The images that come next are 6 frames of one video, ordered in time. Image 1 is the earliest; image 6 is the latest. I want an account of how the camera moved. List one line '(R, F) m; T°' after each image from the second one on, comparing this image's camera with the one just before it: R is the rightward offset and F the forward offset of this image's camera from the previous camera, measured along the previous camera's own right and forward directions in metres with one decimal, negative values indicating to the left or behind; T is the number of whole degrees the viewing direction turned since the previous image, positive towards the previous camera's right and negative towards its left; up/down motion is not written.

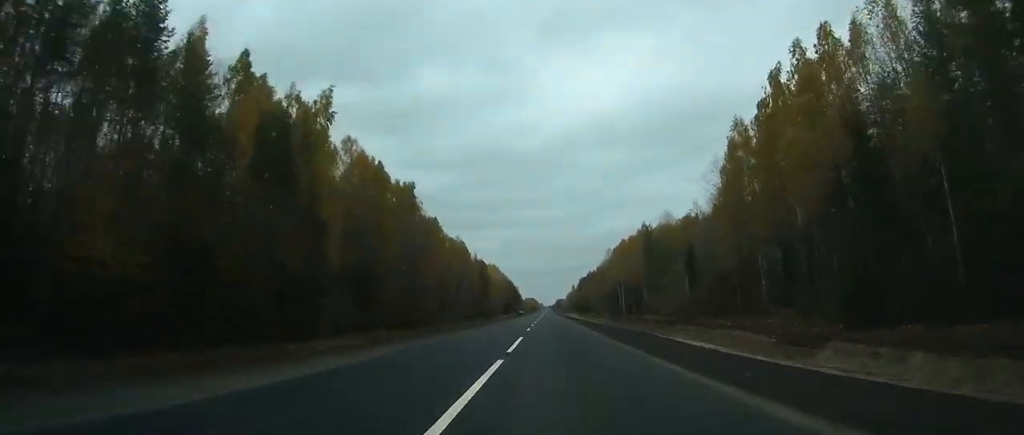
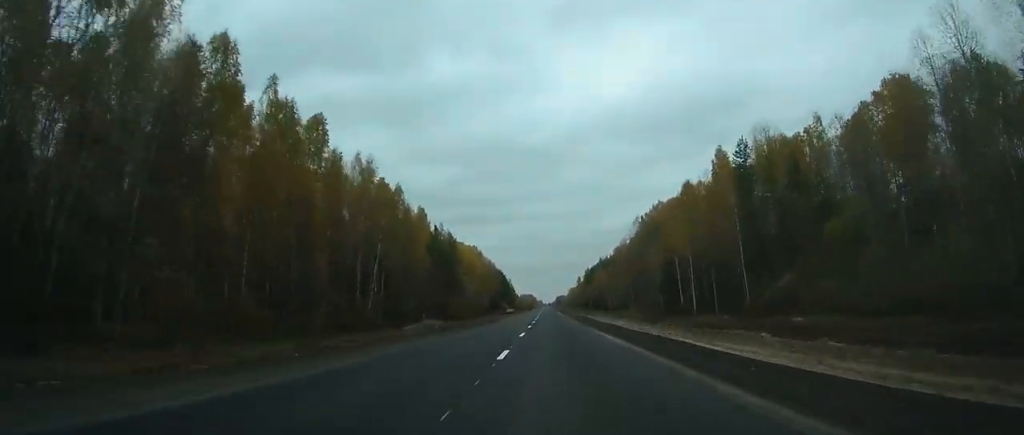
(0.0, +84.6) m; 0°
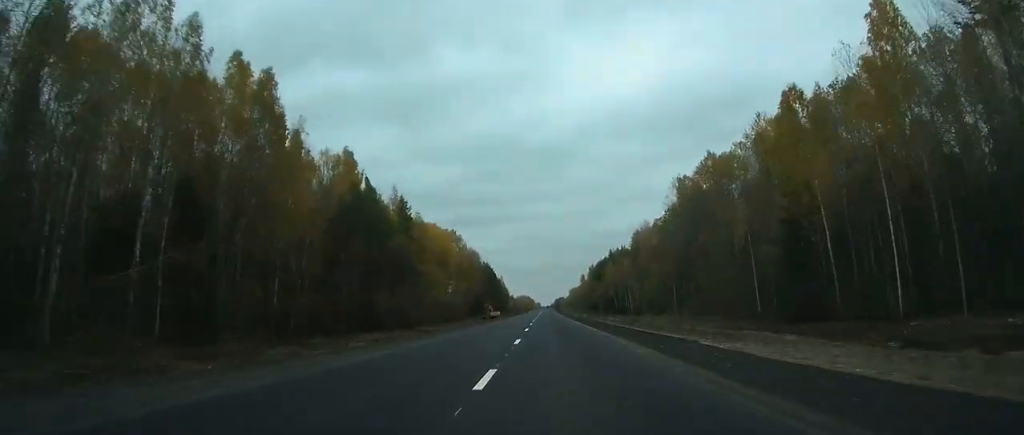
(0.0, +53.4) m; 0°
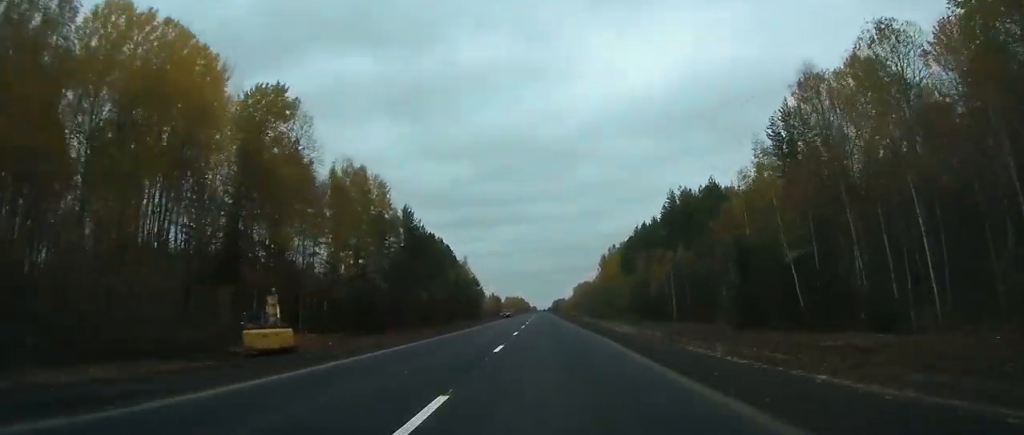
(+0.5, +116.8) m; 0°
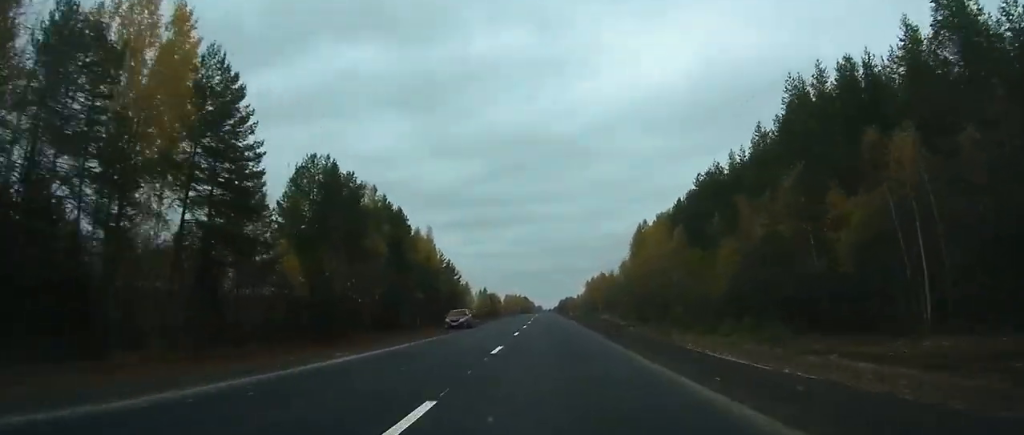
(-0.2, +59.6) m; -1°
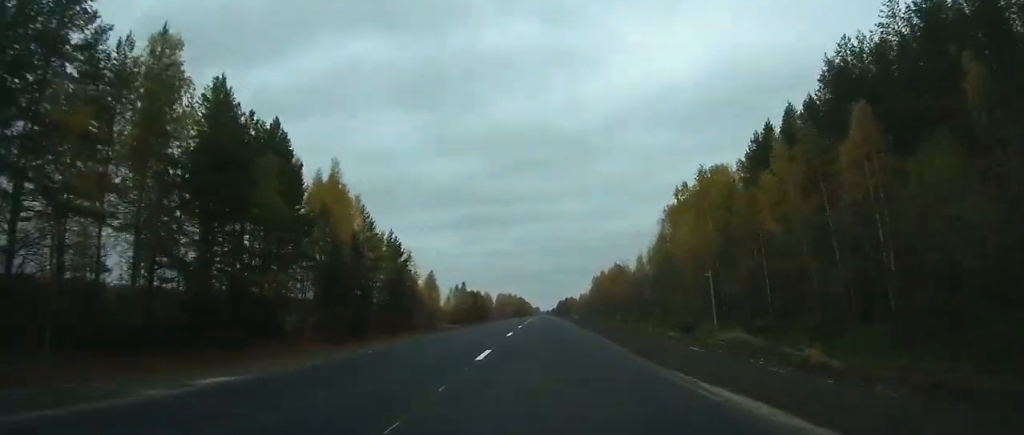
(-0.3, +51.2) m; 0°
